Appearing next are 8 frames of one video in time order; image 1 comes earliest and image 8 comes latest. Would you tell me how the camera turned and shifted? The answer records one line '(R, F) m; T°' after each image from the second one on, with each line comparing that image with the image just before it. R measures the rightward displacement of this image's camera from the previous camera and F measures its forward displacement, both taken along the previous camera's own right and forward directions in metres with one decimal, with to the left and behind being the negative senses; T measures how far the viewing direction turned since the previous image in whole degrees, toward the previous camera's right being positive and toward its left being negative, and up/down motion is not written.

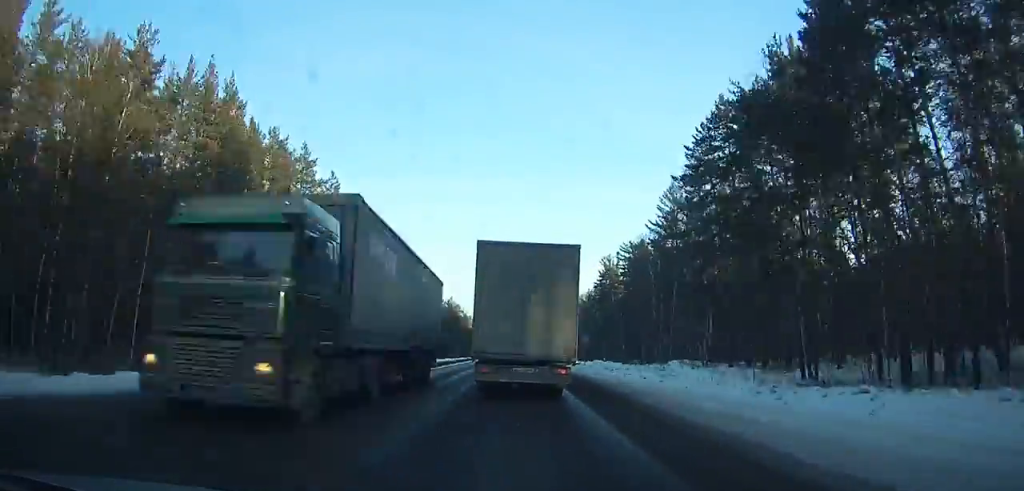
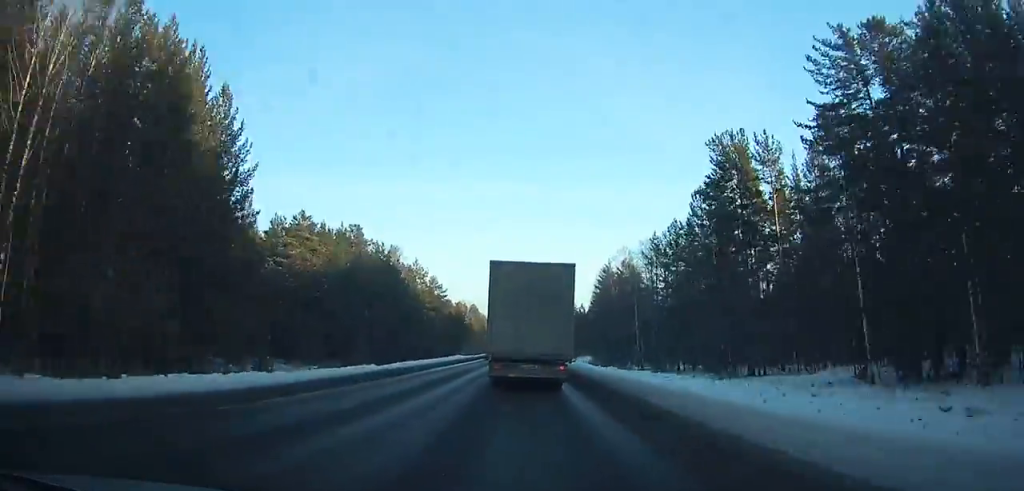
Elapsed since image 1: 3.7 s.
(-0.7, +80.0) m; -1°
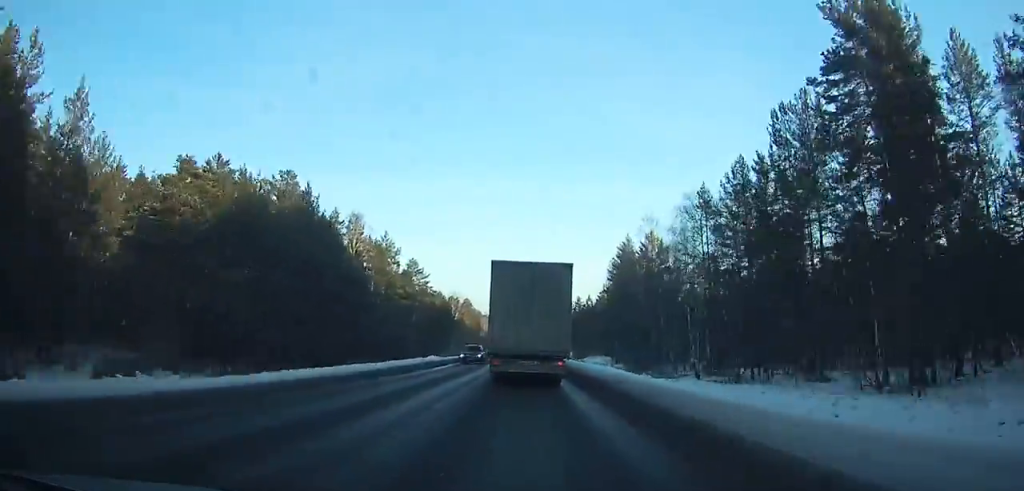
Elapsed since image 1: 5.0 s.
(0.0, +28.1) m; 0°
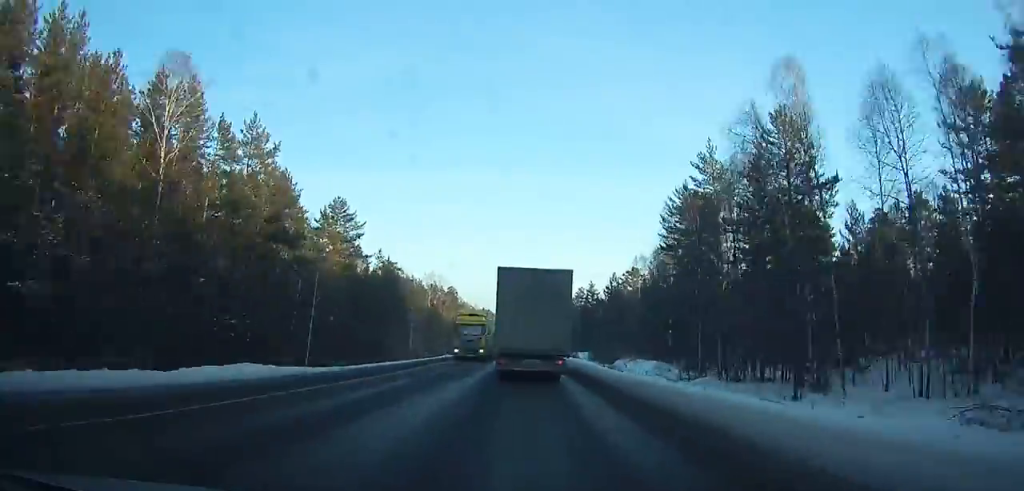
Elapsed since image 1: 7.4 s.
(+0.1, +51.9) m; 0°
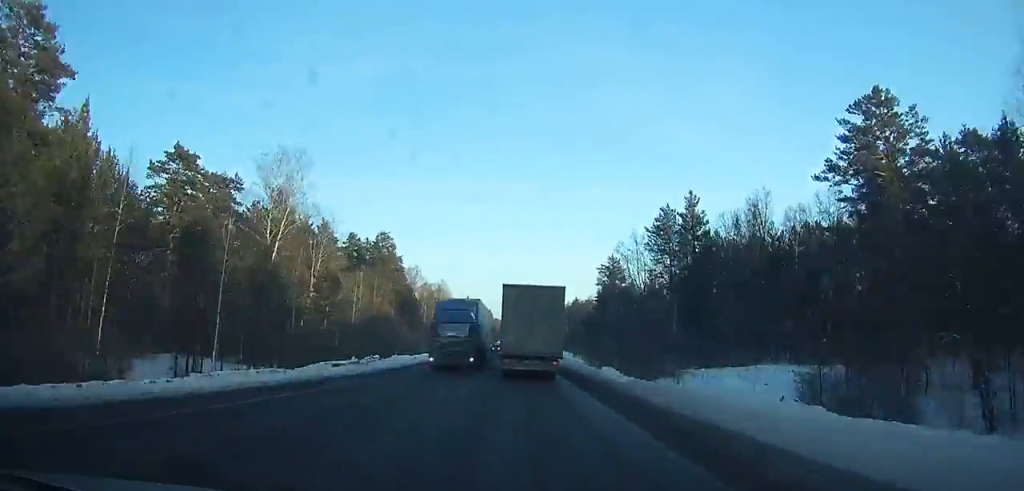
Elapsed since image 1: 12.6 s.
(0.0, +112.9) m; 0°
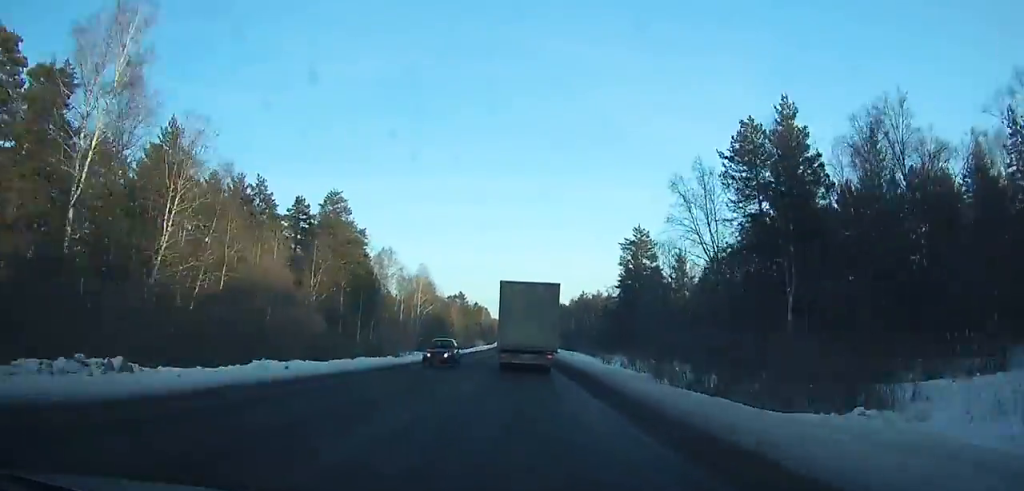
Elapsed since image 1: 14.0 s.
(0.0, +30.7) m; 0°
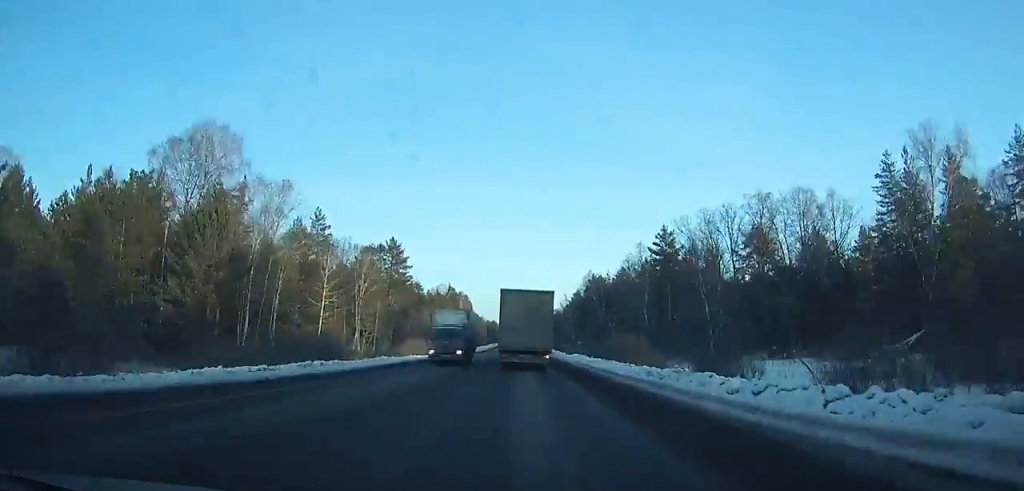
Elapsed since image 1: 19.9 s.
(+0.1, +132.8) m; 0°
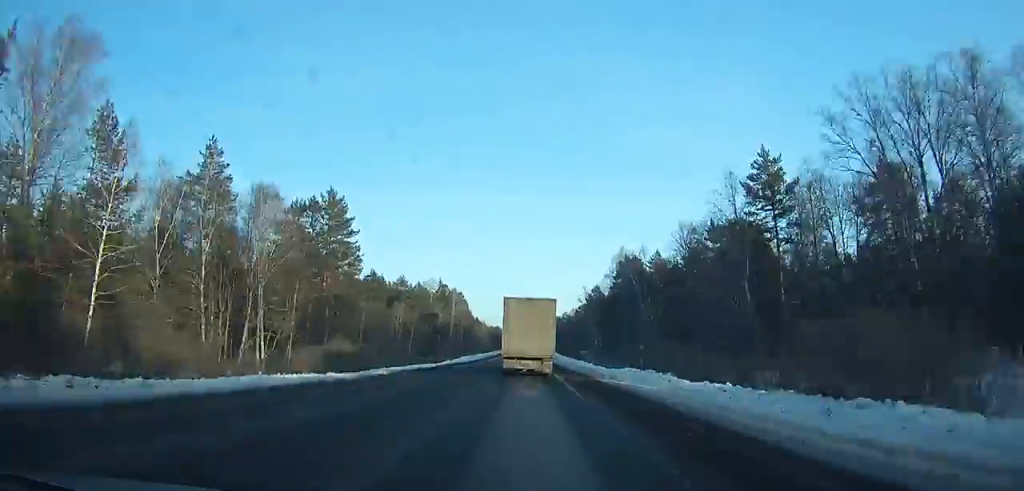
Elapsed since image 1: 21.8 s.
(0.0, +45.2) m; -1°
